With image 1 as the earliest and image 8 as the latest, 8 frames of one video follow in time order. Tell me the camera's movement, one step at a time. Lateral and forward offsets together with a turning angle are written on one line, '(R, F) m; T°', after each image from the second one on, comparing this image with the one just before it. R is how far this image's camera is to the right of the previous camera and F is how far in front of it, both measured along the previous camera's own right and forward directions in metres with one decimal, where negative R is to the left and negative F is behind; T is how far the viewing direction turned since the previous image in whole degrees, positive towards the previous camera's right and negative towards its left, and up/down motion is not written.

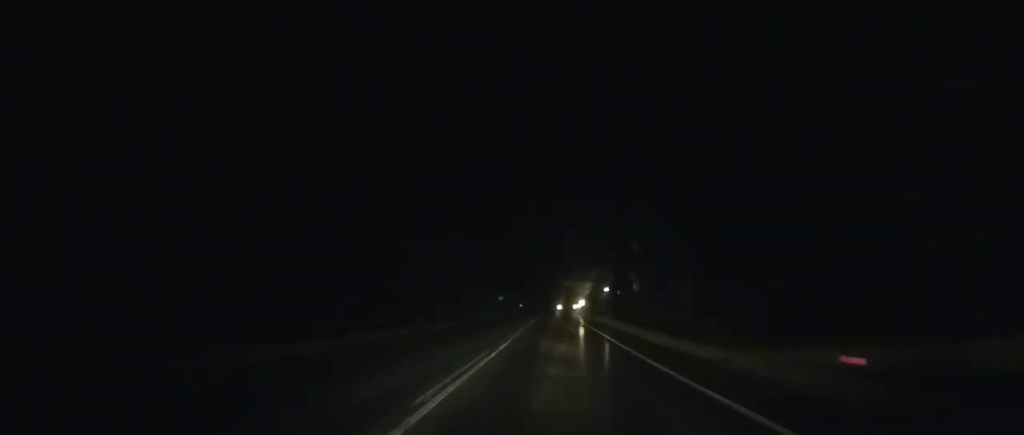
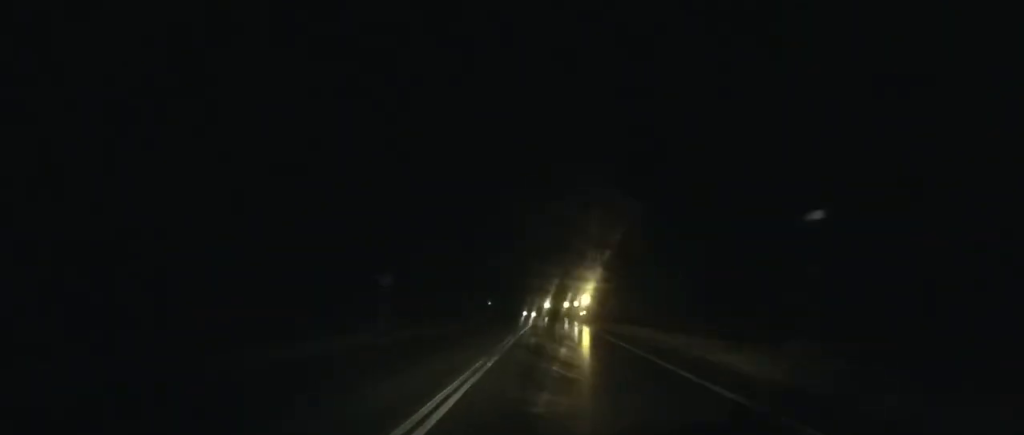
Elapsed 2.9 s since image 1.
(+0.7, +61.9) m; +1°
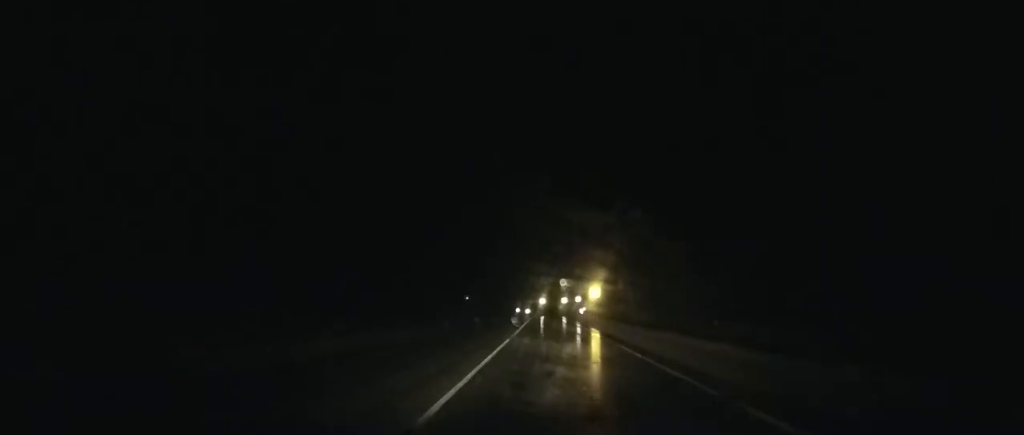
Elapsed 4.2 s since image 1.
(+0.3, +27.1) m; 0°
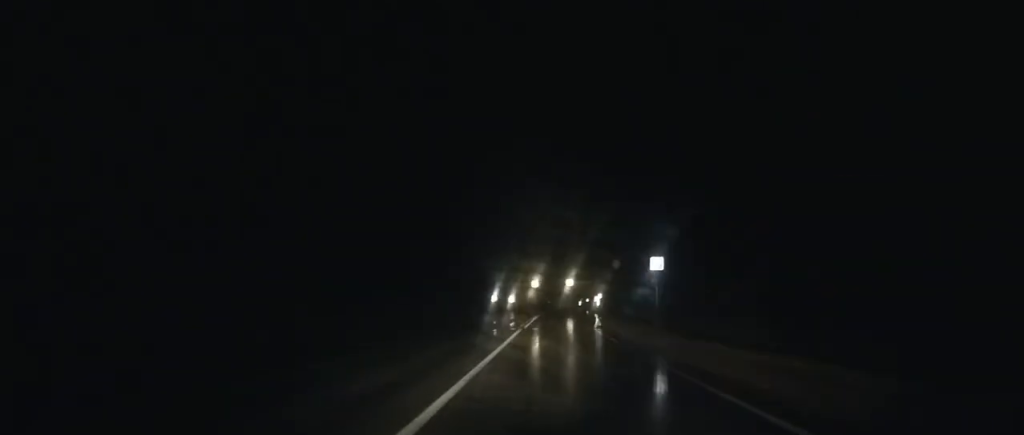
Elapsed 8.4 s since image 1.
(+0.7, +85.0) m; 0°
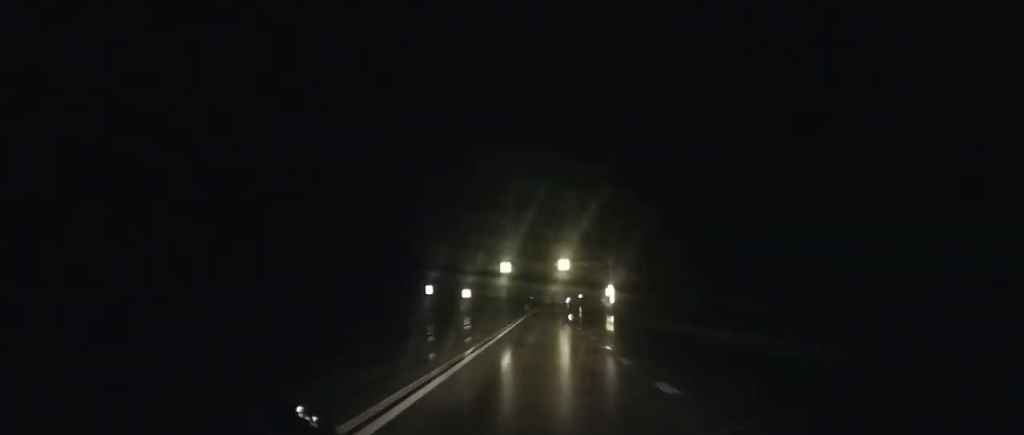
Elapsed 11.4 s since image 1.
(-0.2, +58.9) m; -1°
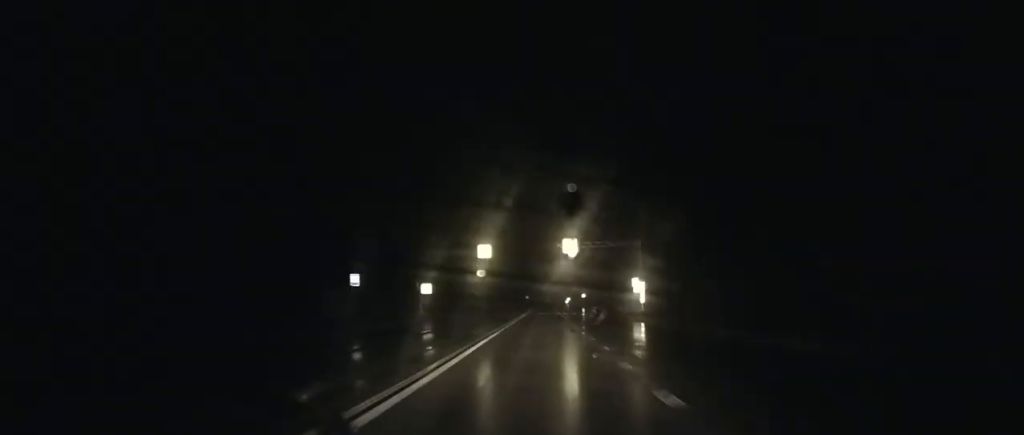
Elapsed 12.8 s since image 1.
(0.0, +28.0) m; 0°
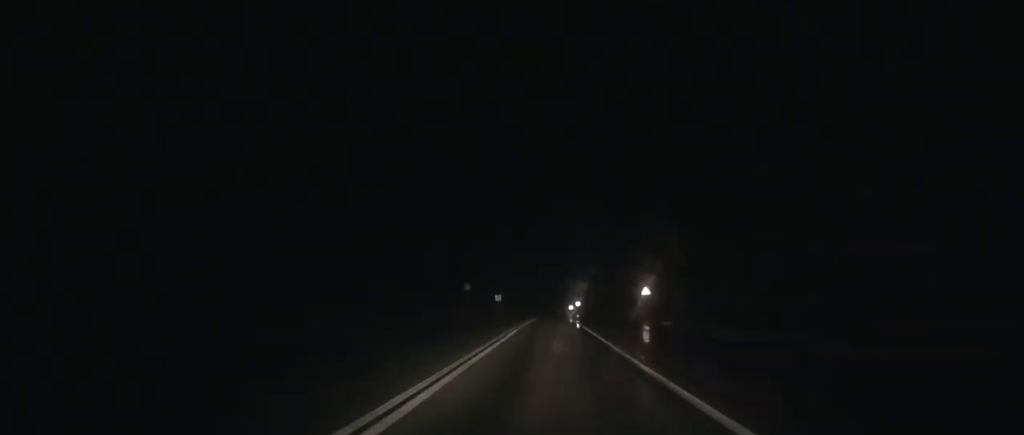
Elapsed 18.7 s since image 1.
(+0.1, +122.8) m; +1°
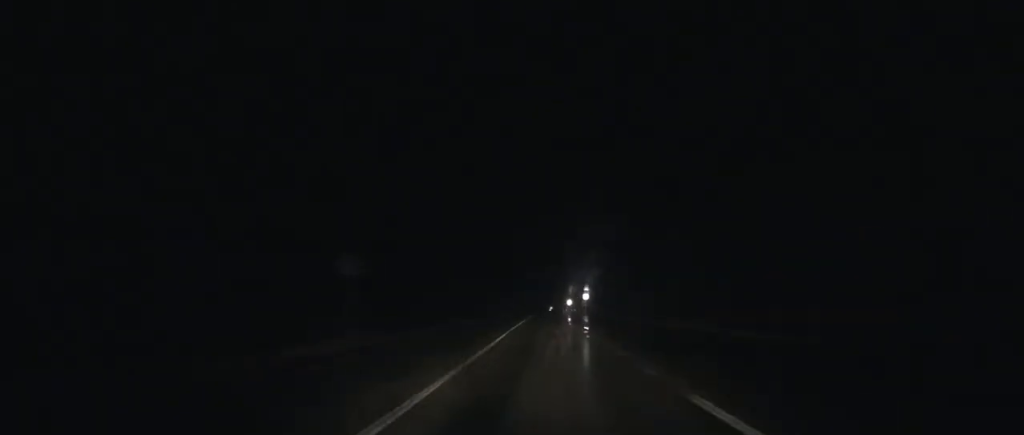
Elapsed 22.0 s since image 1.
(+0.6, +68.3) m; +1°
